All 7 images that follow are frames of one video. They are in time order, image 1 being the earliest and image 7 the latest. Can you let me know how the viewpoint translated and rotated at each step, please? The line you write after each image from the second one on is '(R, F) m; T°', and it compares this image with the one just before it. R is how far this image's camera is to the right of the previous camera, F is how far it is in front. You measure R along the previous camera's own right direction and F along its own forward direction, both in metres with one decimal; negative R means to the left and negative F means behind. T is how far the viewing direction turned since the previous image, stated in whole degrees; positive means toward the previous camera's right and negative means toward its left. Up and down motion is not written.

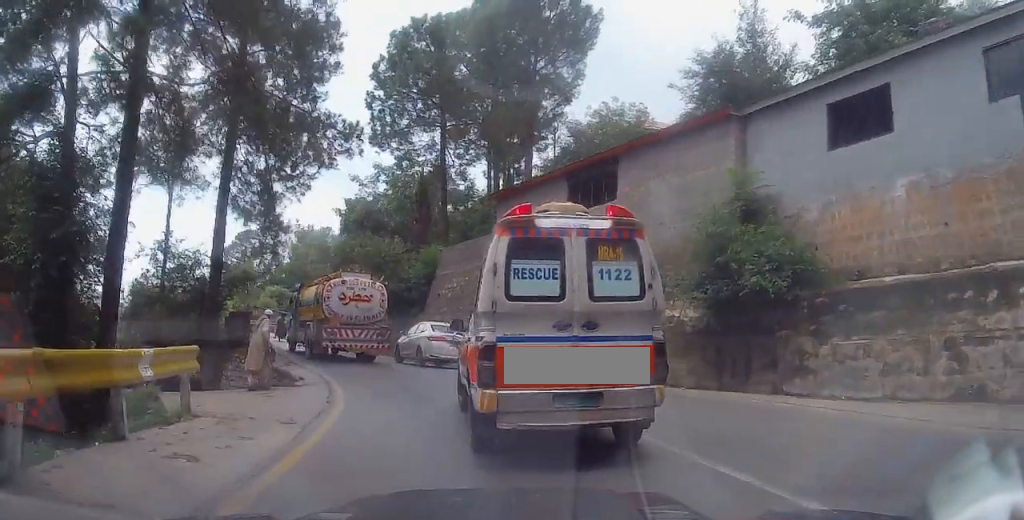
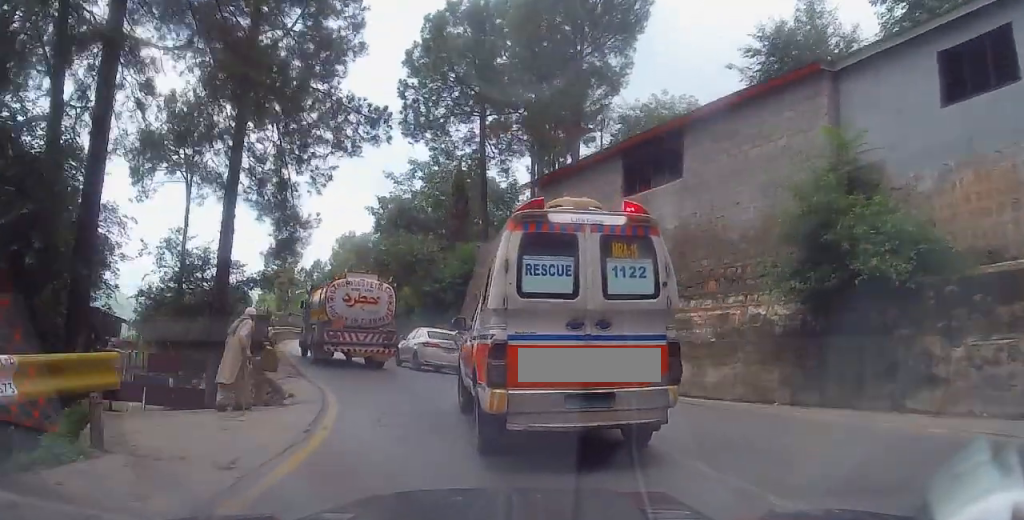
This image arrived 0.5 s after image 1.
(-0.2, +2.9) m; -5°
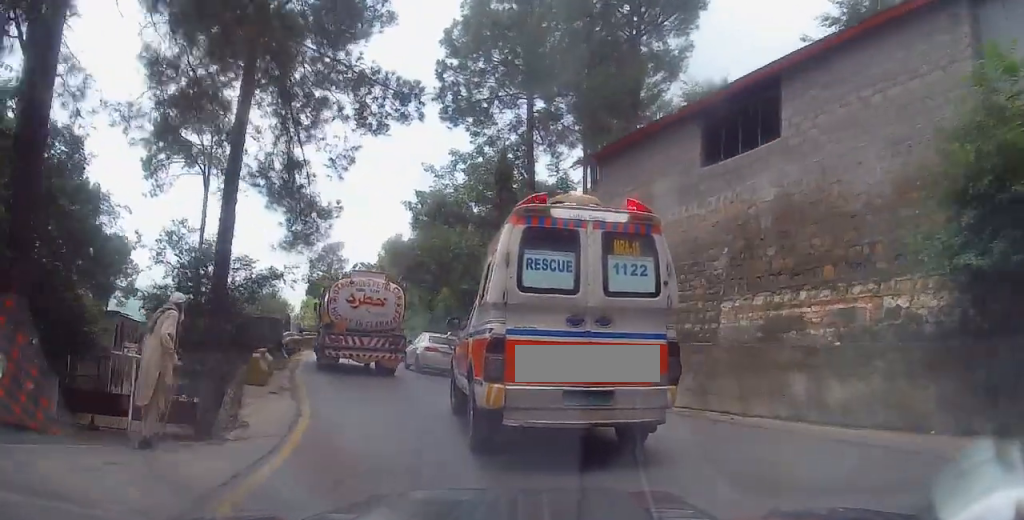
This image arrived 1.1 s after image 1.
(0.0, +3.6) m; -3°
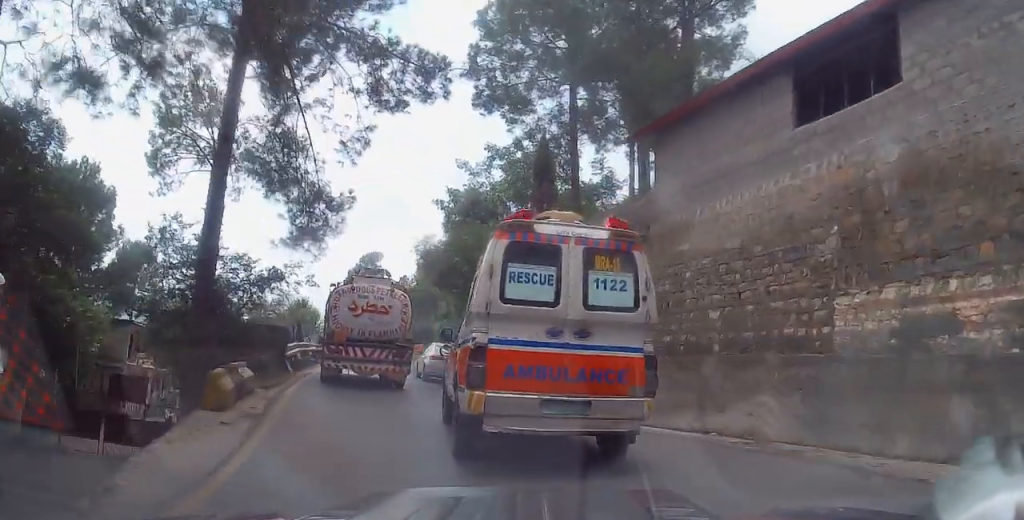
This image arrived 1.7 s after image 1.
(0.0, +3.3) m; -3°
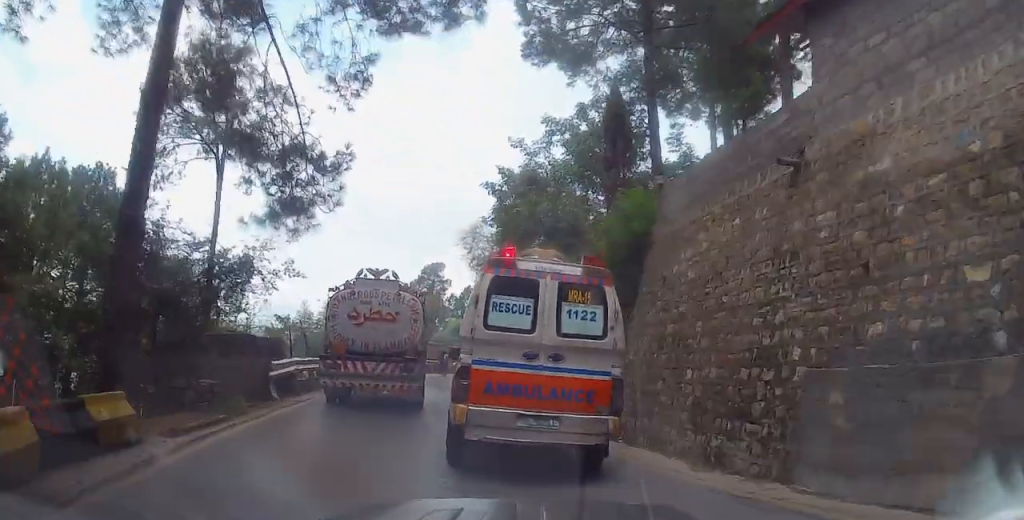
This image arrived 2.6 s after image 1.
(-0.3, +5.8) m; -5°
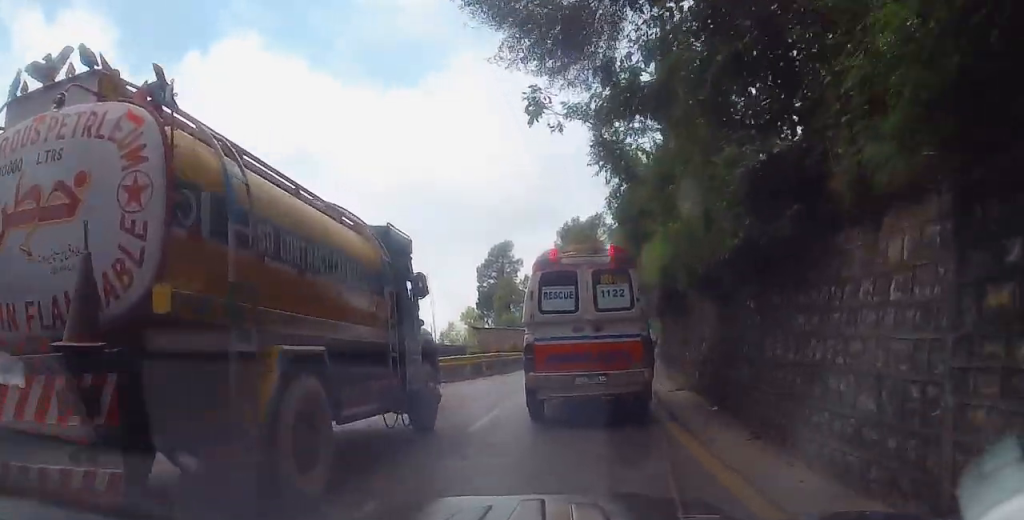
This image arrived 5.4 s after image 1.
(-3.4, +19.5) m; -11°
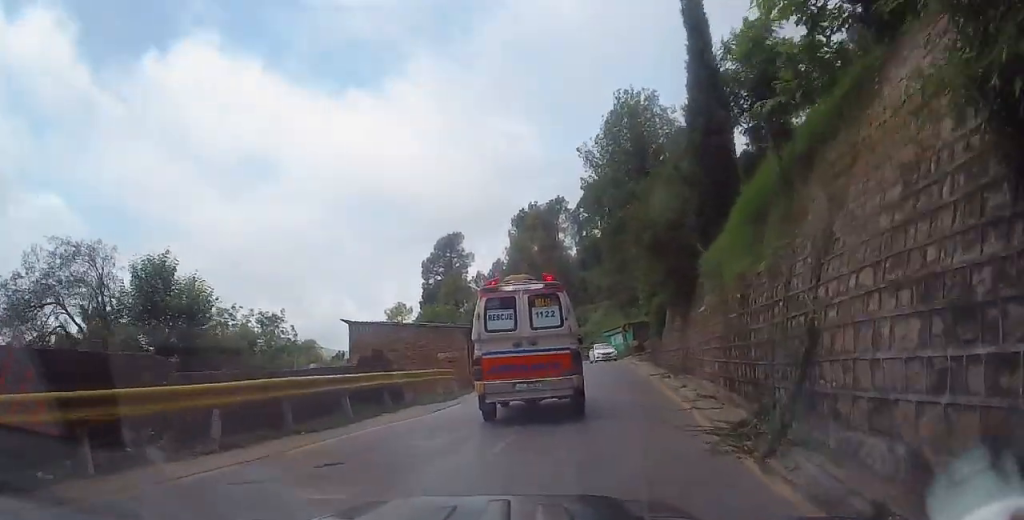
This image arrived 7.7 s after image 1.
(+1.1, +18.8) m; +3°
